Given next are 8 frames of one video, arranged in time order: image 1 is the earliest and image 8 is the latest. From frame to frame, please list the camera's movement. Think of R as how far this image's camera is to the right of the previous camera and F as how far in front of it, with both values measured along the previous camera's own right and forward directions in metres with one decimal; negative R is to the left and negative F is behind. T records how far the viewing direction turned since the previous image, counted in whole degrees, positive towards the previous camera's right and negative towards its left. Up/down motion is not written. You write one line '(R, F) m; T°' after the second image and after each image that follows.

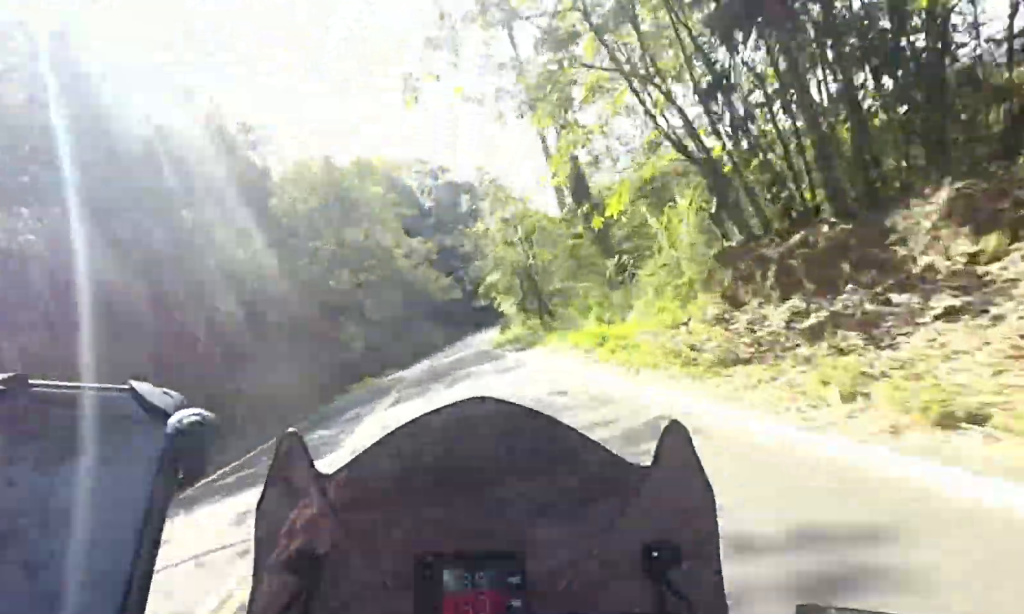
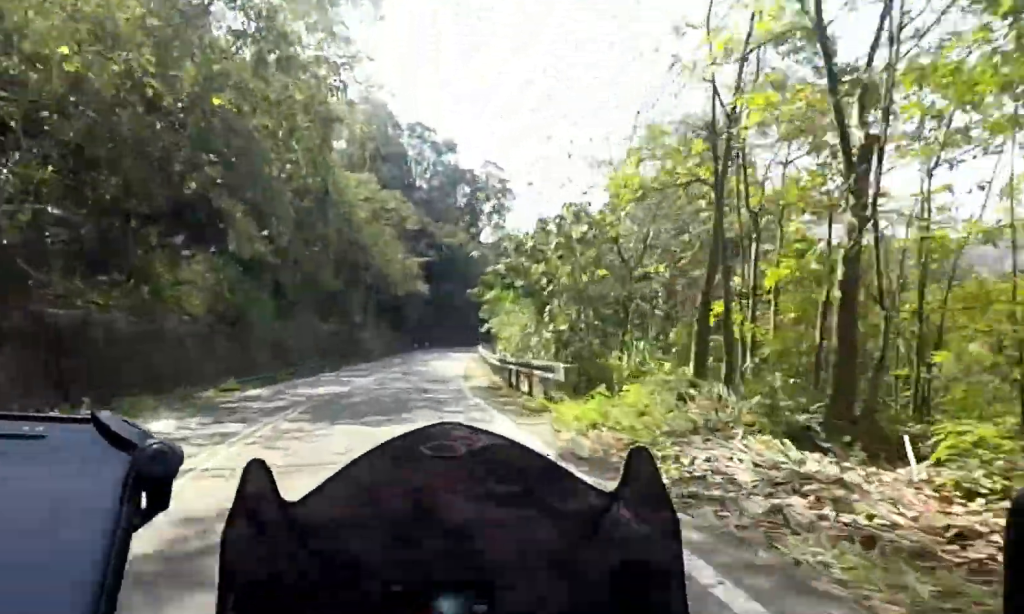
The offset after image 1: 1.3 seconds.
(+0.7, +25.5) m; +3°
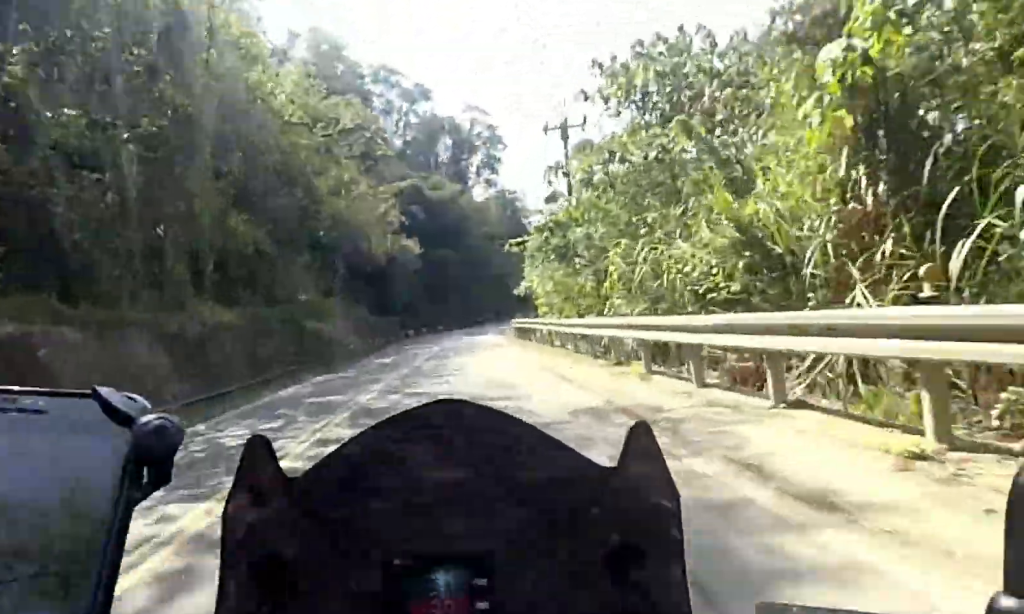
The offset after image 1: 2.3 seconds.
(+0.3, +20.4) m; +1°
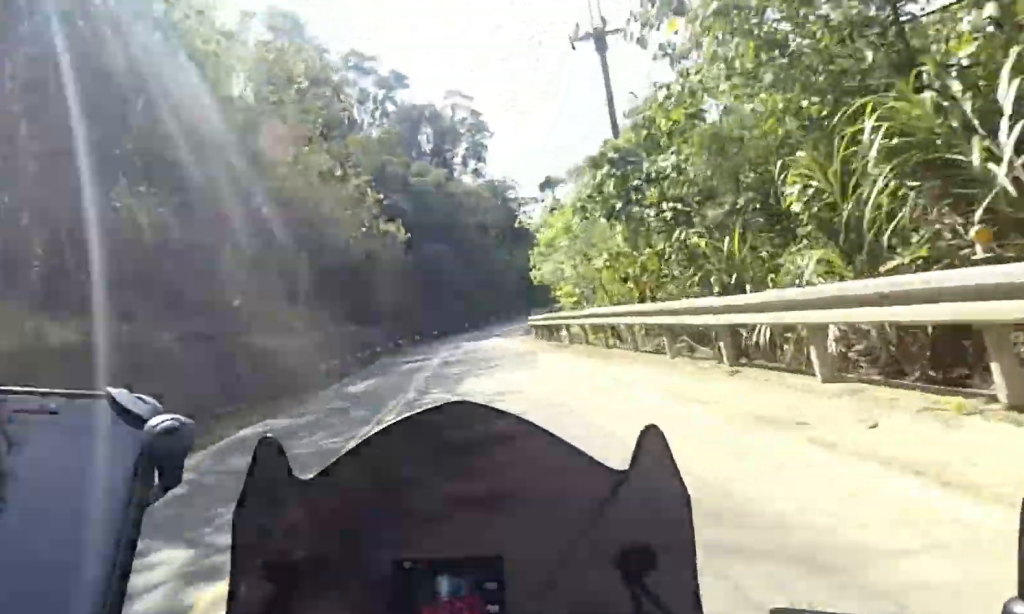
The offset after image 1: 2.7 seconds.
(0.0, +8.3) m; +1°
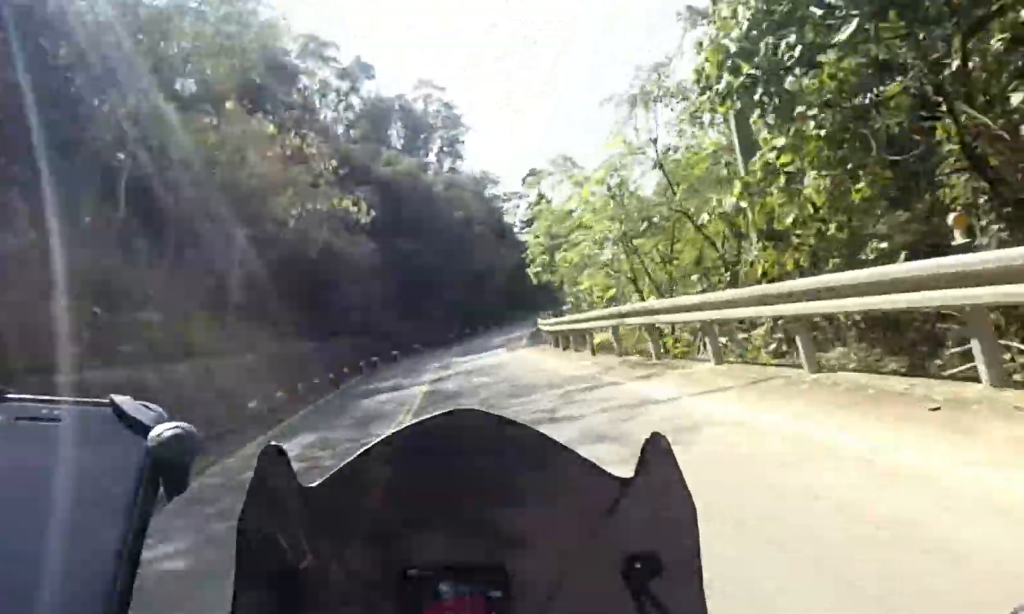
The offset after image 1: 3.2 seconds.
(-0.2, +7.9) m; +4°
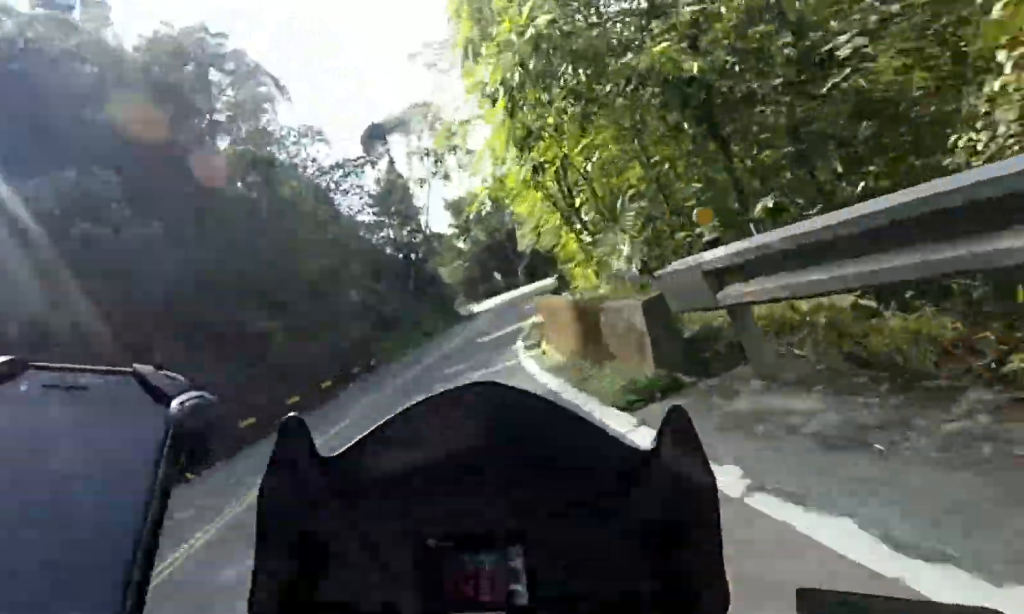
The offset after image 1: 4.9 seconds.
(+4.2, +28.5) m; +15°
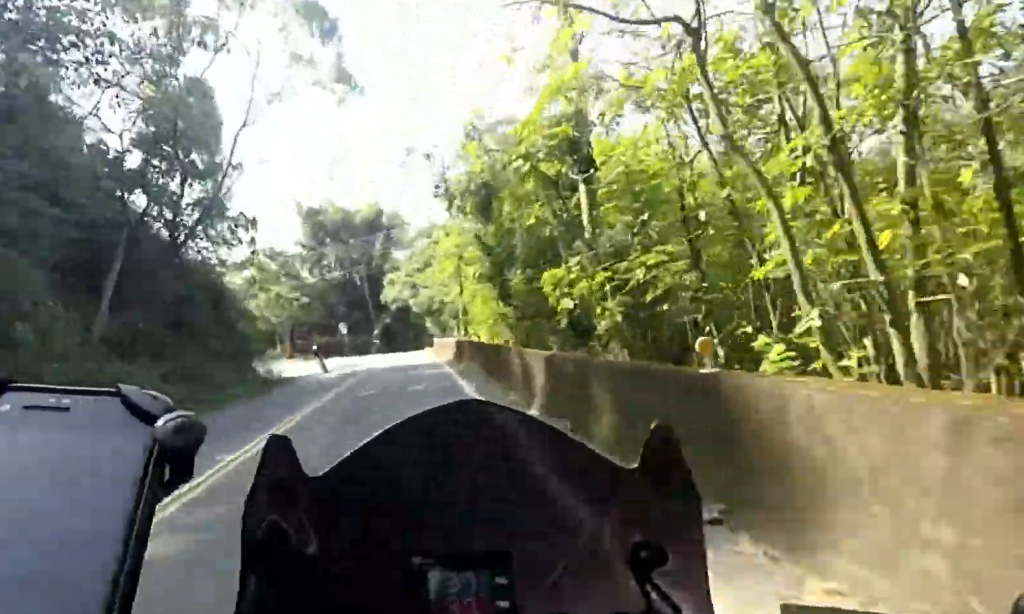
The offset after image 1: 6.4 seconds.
(+1.6, +23.0) m; +5°
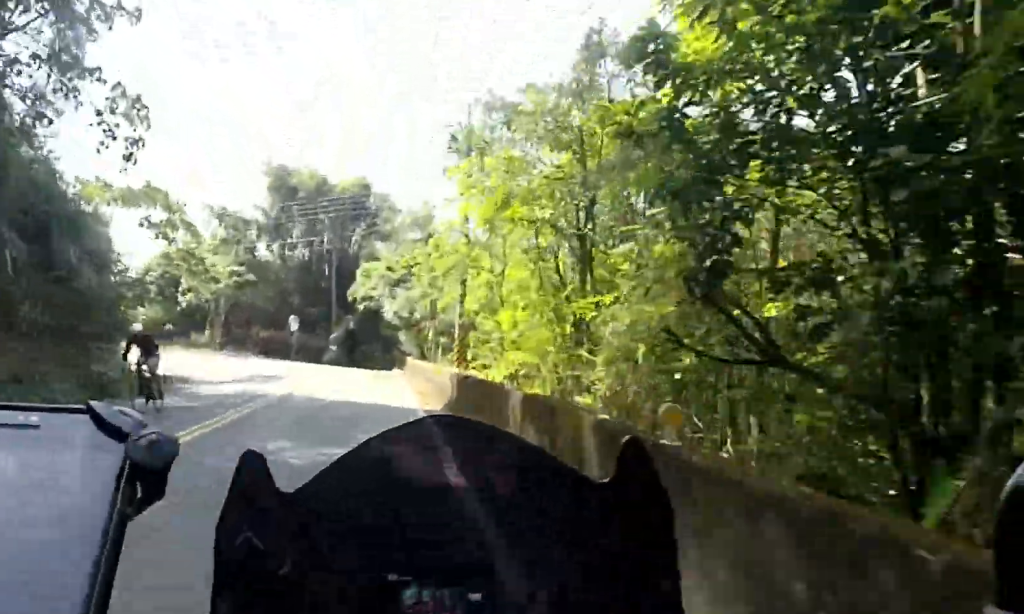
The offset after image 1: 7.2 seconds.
(-0.3, +11.4) m; -2°
